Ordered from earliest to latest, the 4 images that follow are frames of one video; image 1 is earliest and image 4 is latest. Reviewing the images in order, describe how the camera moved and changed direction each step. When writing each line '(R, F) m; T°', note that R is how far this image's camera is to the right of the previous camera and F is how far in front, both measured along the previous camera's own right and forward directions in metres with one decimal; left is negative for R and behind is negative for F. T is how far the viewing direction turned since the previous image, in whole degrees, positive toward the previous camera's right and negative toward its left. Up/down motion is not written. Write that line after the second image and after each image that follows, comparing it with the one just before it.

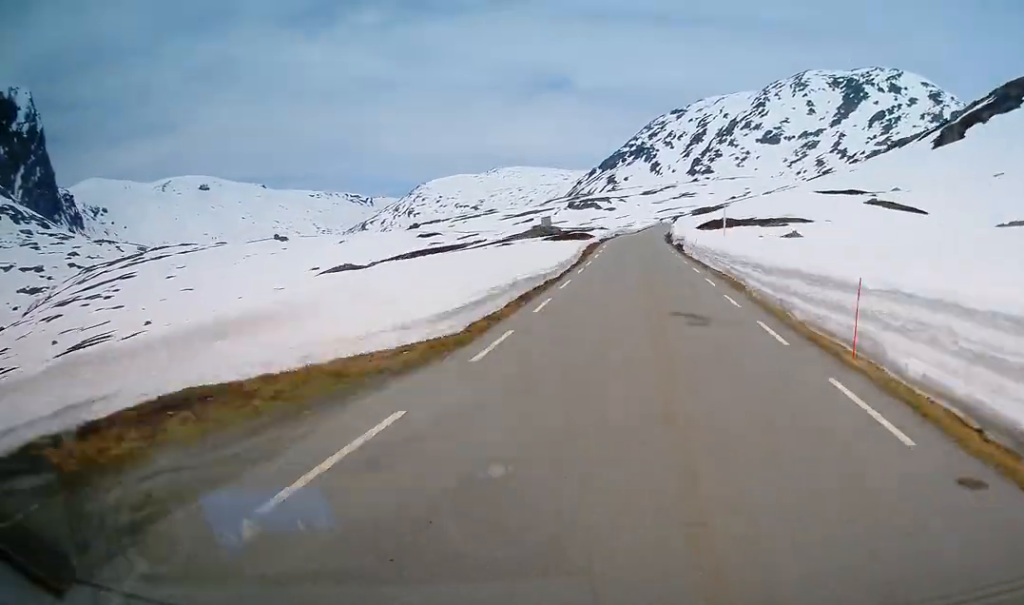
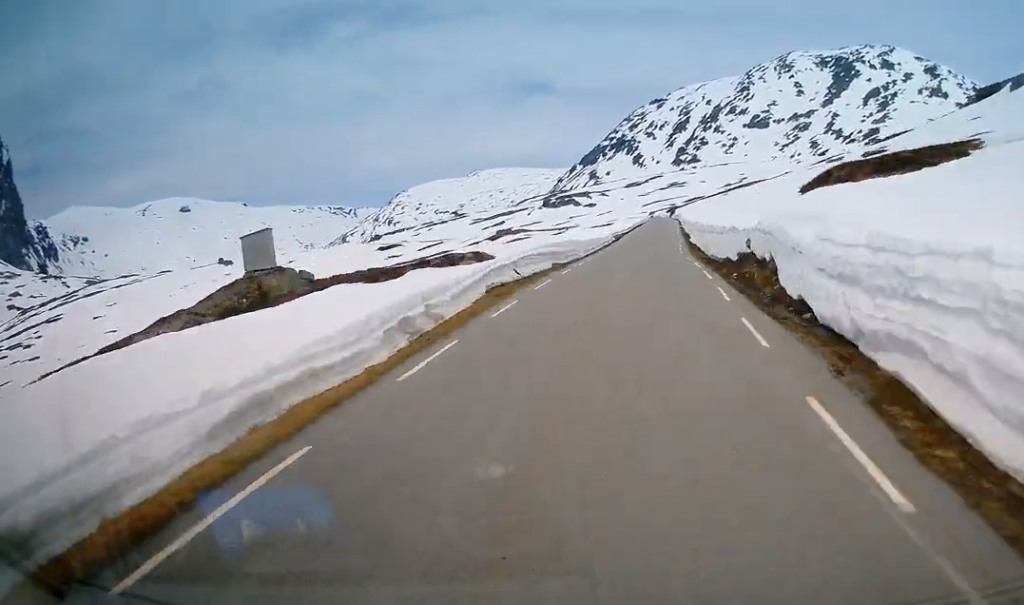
(+0.4, +80.7) m; +1°
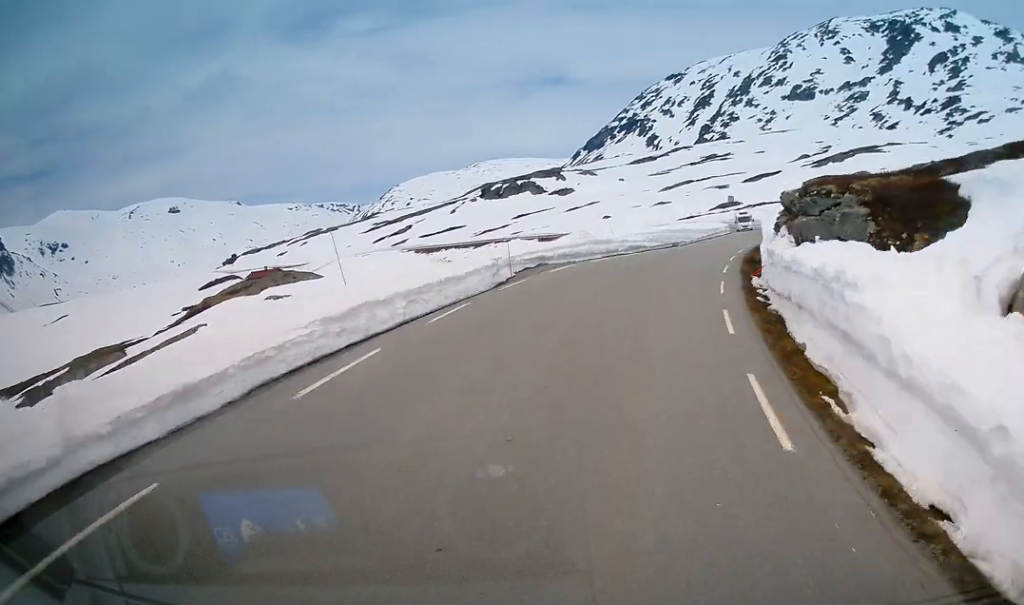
(-4.7, +258.2) m; +3°
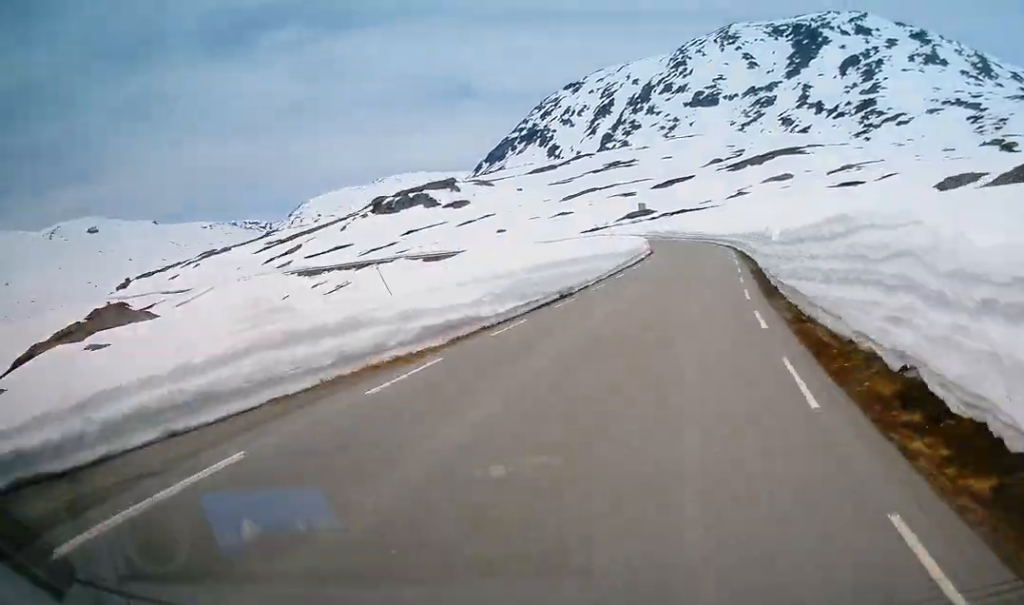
(+2.4, +77.7) m; -3°
